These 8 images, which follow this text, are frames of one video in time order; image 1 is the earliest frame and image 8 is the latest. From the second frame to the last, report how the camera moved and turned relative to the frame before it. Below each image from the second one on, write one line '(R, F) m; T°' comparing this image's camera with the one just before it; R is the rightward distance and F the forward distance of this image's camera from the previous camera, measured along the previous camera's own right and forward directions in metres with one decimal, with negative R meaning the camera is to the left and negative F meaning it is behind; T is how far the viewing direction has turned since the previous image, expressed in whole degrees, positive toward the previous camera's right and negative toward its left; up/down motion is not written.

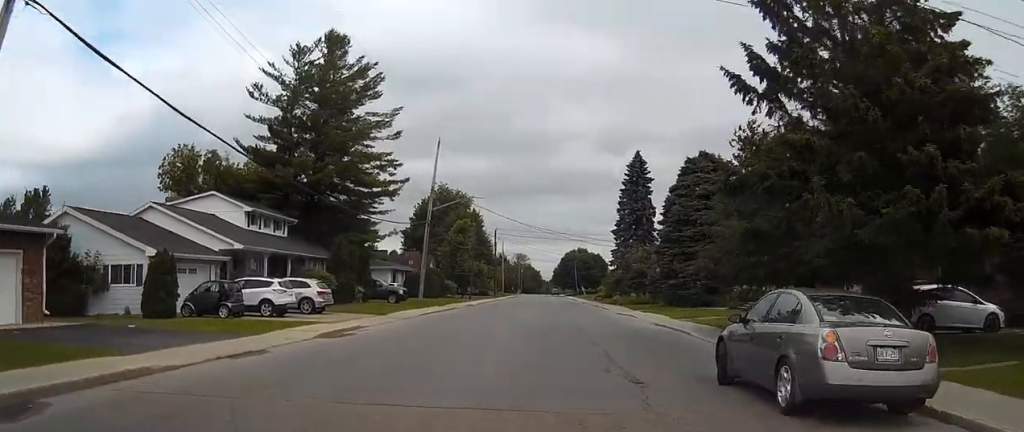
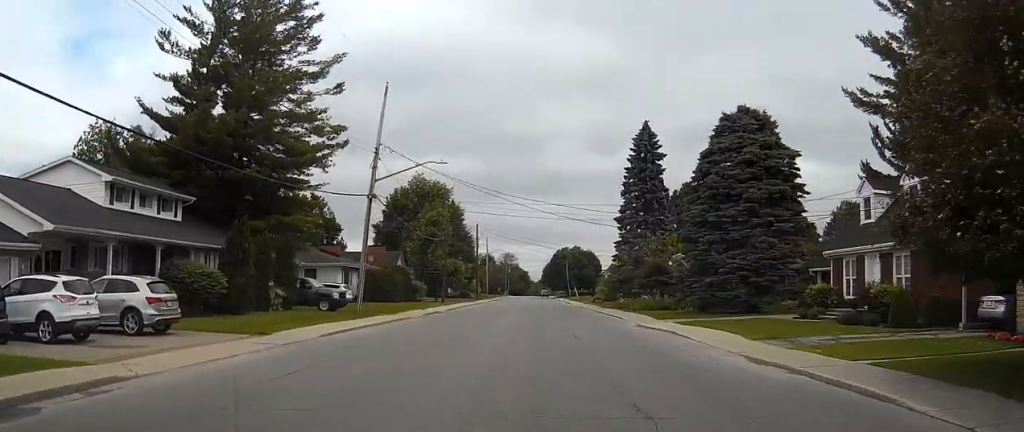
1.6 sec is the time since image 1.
(+0.2, +15.3) m; +2°
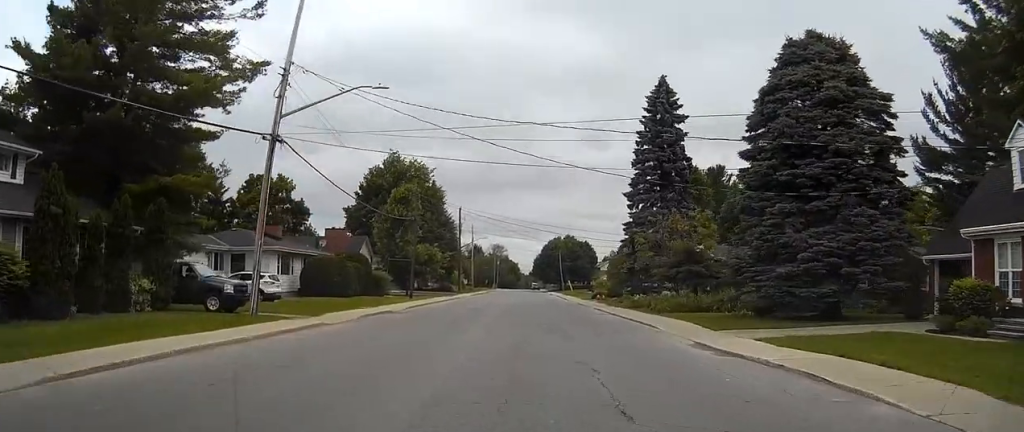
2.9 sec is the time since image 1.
(+0.1, +13.4) m; +1°
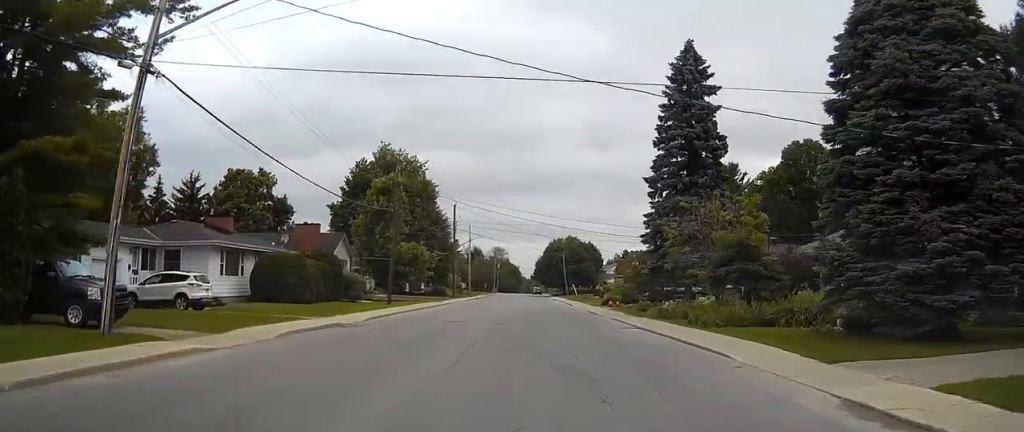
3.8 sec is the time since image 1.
(0.0, +9.2) m; 0°
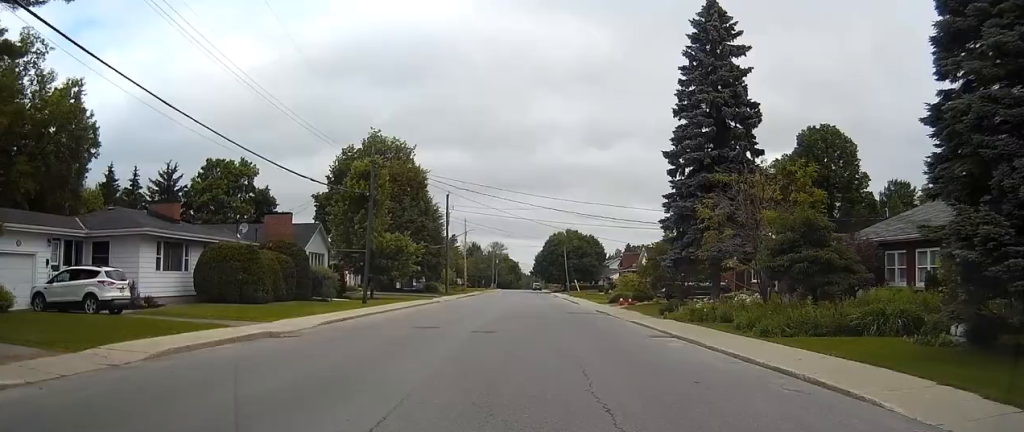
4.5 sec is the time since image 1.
(0.0, +6.9) m; 0°
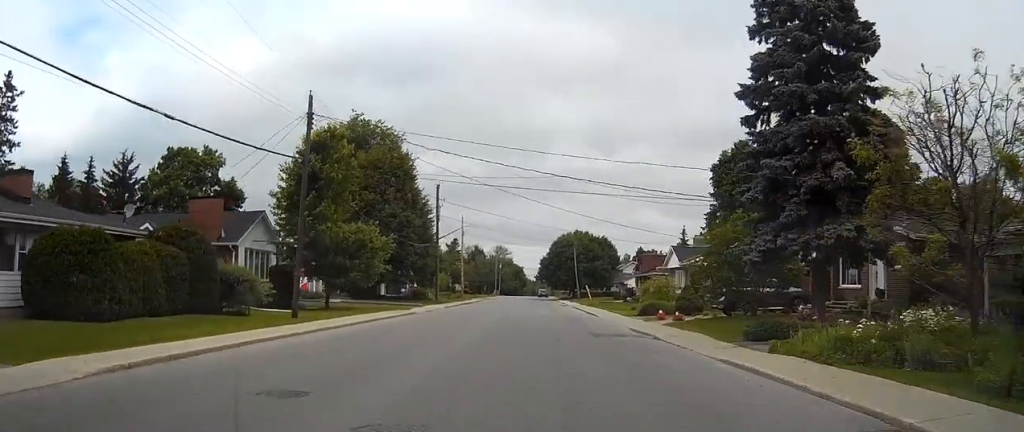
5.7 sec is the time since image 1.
(-0.1, +13.1) m; -1°
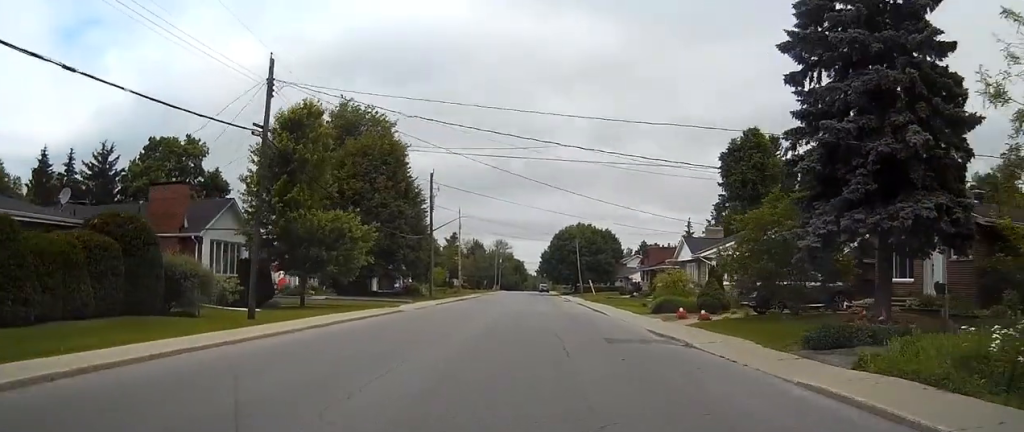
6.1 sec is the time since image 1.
(0.0, +4.7) m; 0°
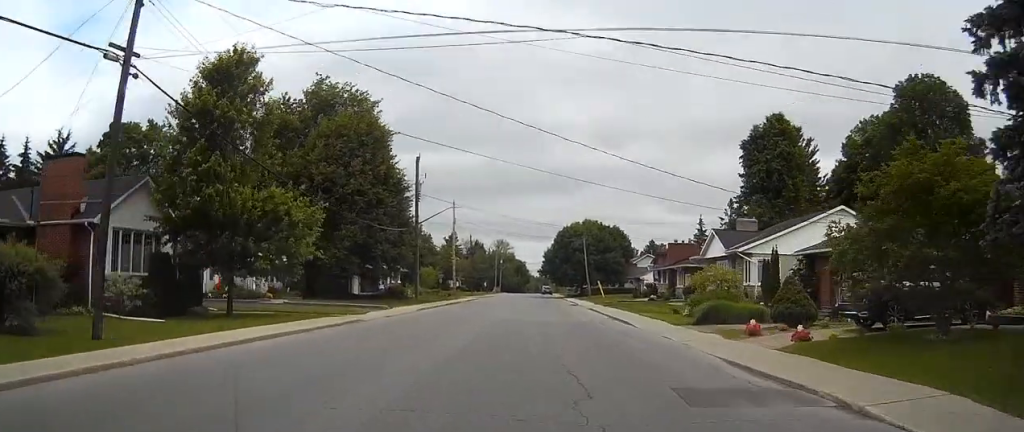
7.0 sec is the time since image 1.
(0.0, +9.7) m; +1°
